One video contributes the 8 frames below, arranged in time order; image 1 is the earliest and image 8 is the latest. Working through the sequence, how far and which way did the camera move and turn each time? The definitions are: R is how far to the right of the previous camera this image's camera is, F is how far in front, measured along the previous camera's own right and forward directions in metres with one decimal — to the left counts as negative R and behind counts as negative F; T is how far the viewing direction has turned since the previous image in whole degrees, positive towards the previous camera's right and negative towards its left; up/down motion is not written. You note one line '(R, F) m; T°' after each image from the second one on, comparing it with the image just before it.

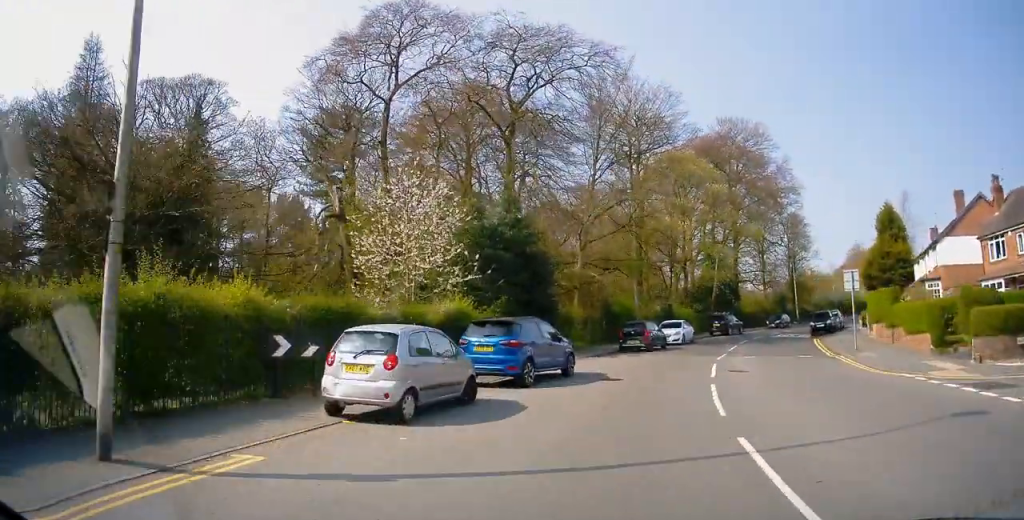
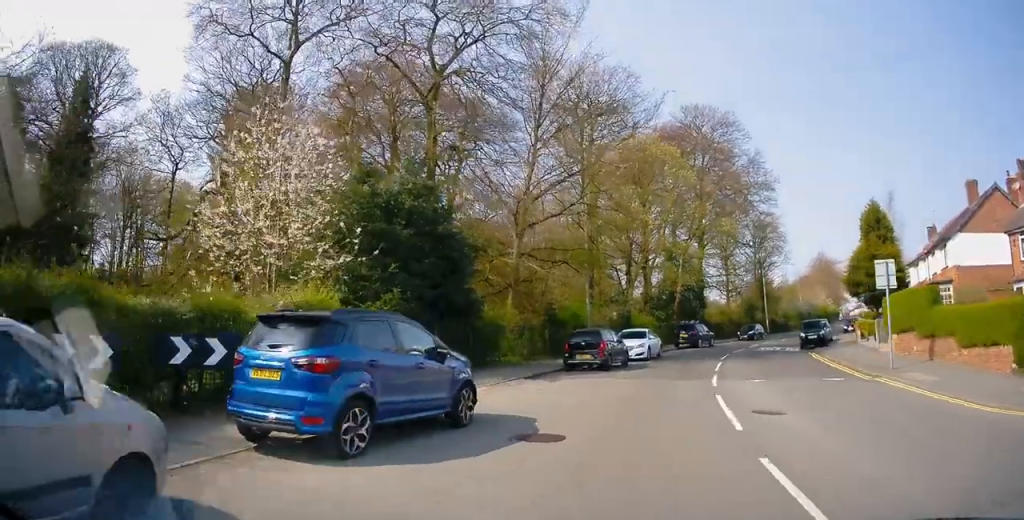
(+0.1, +7.9) m; +2°
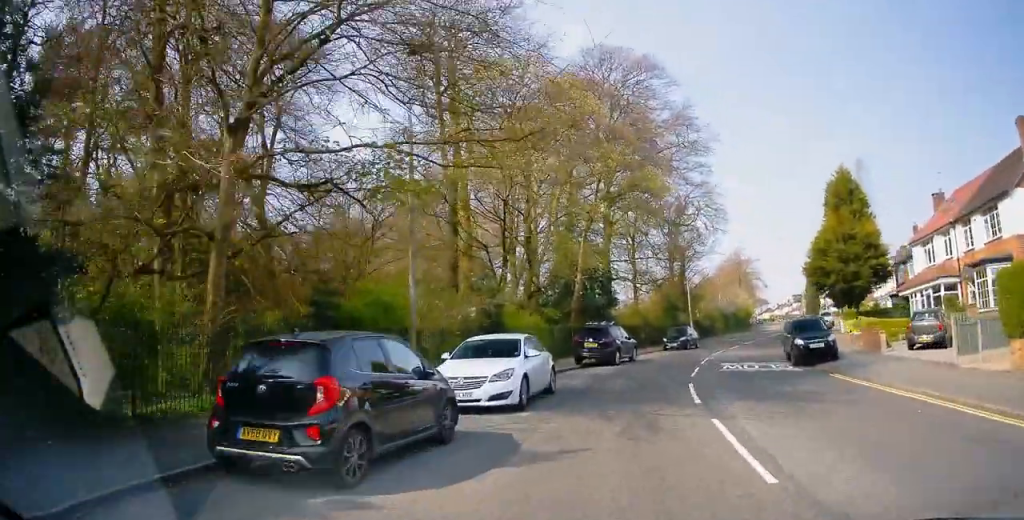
(+1.7, +15.6) m; +12°
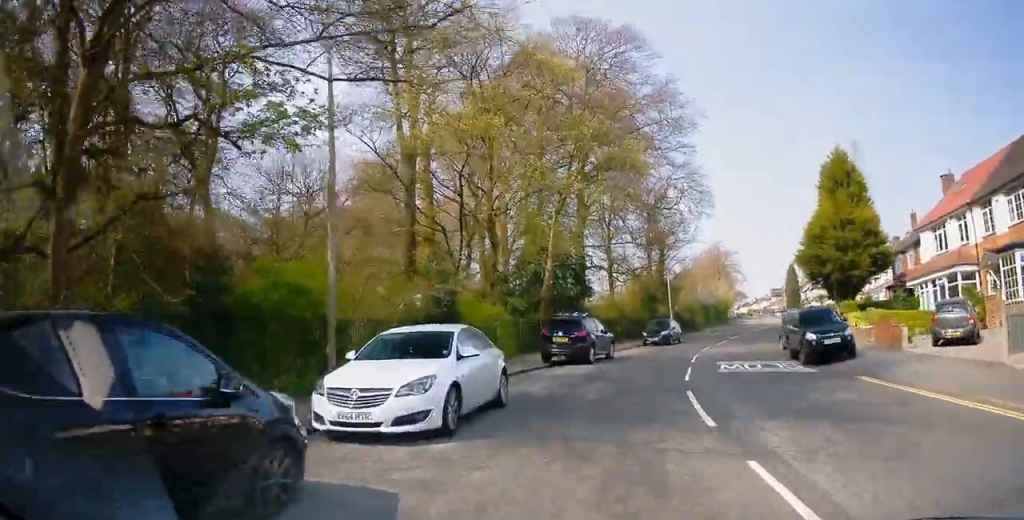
(0.0, +4.2) m; +2°
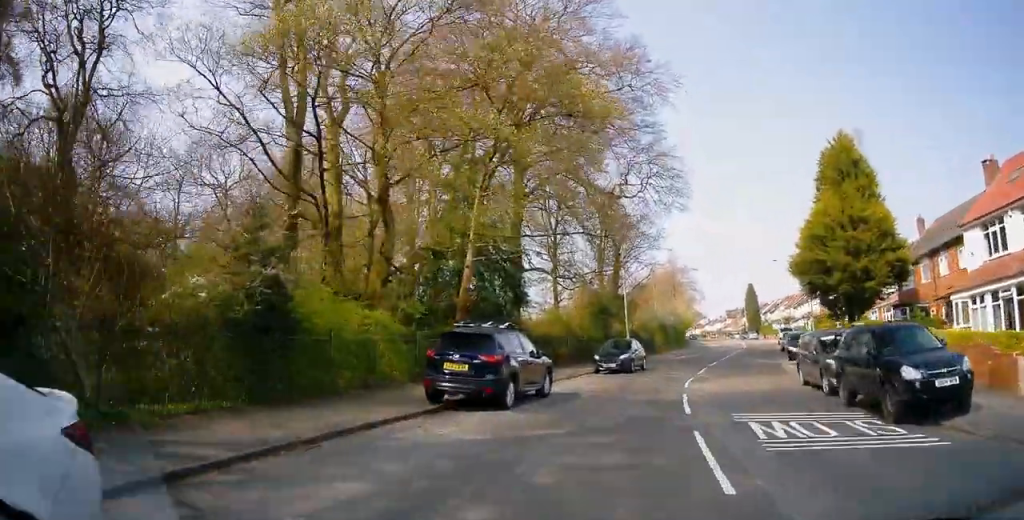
(+0.4, +9.1) m; +3°
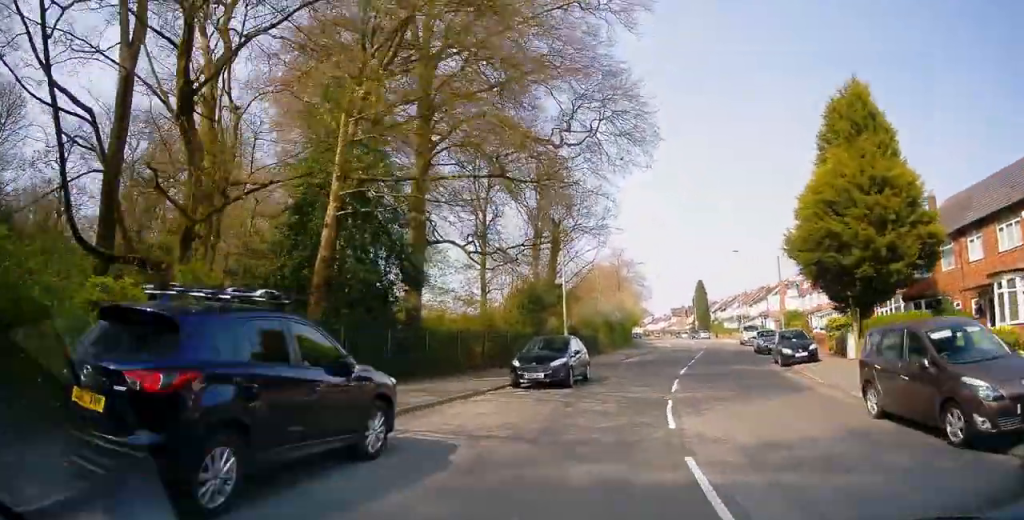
(-0.1, +8.5) m; +5°
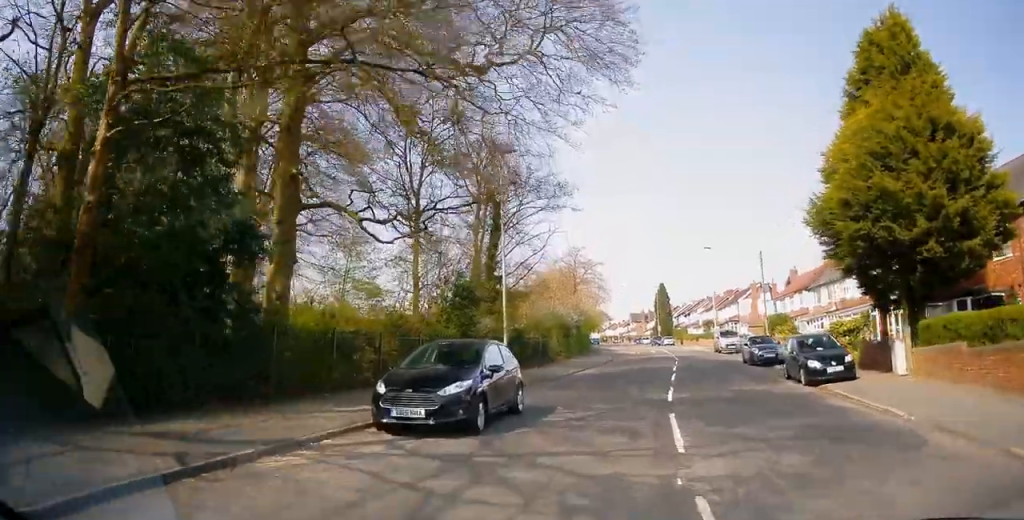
(+0.5, +7.5) m; +6°
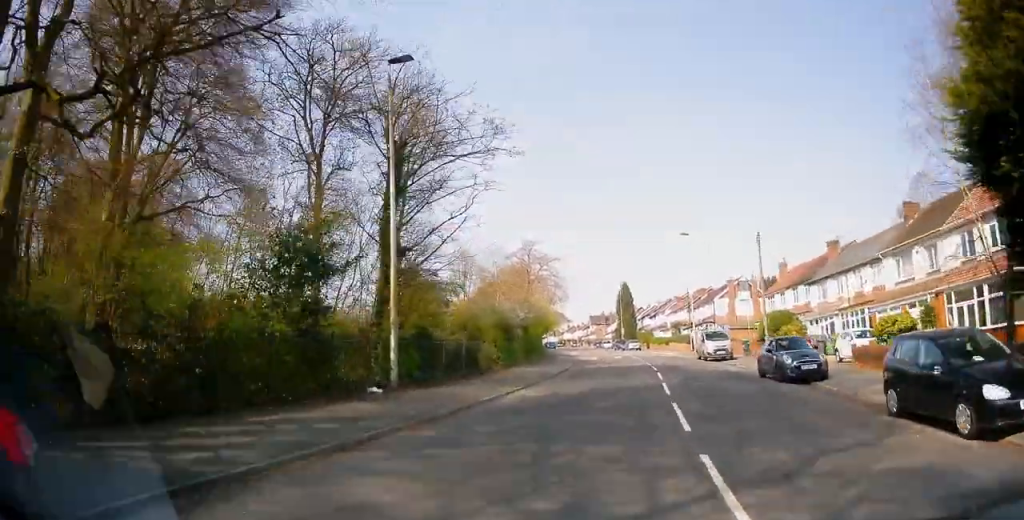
(+0.8, +10.2) m; +4°
